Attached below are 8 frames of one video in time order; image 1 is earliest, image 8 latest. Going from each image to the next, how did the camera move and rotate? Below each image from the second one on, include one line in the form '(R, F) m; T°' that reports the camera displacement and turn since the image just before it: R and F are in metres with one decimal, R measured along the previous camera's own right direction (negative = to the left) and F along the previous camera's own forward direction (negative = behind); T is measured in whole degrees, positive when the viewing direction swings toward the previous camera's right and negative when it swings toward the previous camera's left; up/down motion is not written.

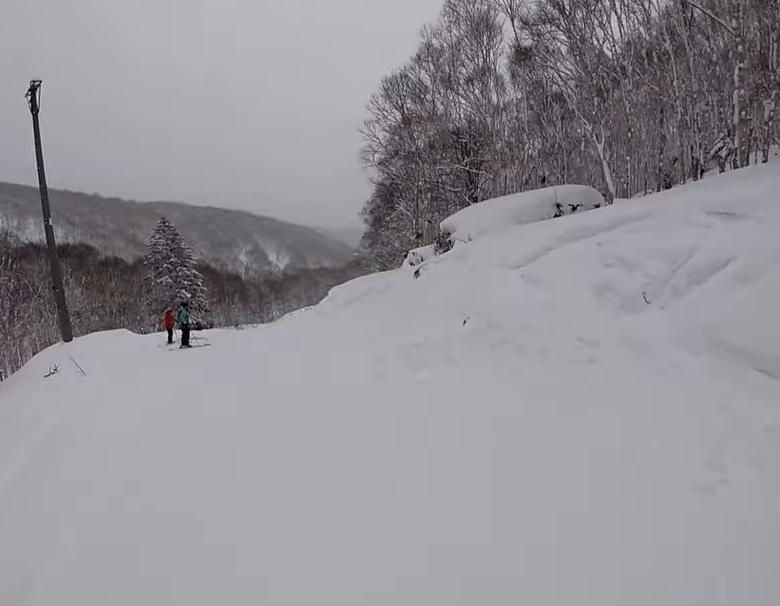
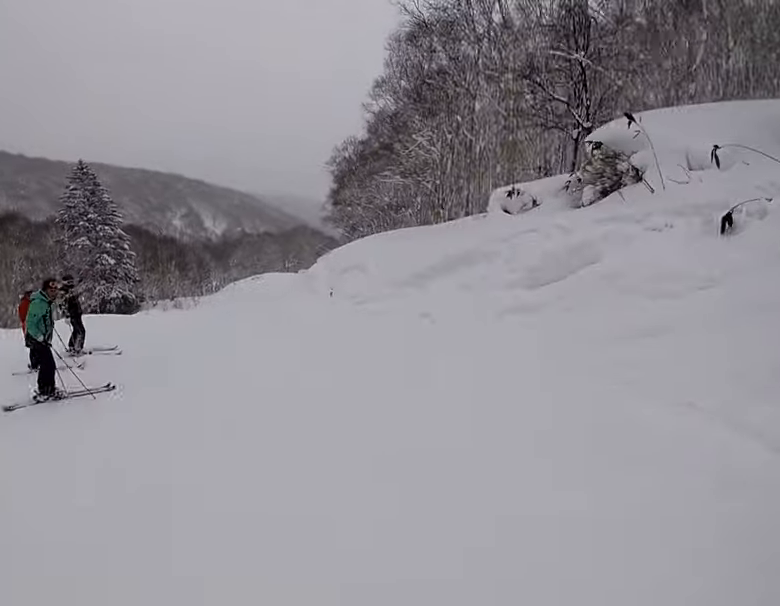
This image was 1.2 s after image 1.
(+1.3, +11.4) m; +7°
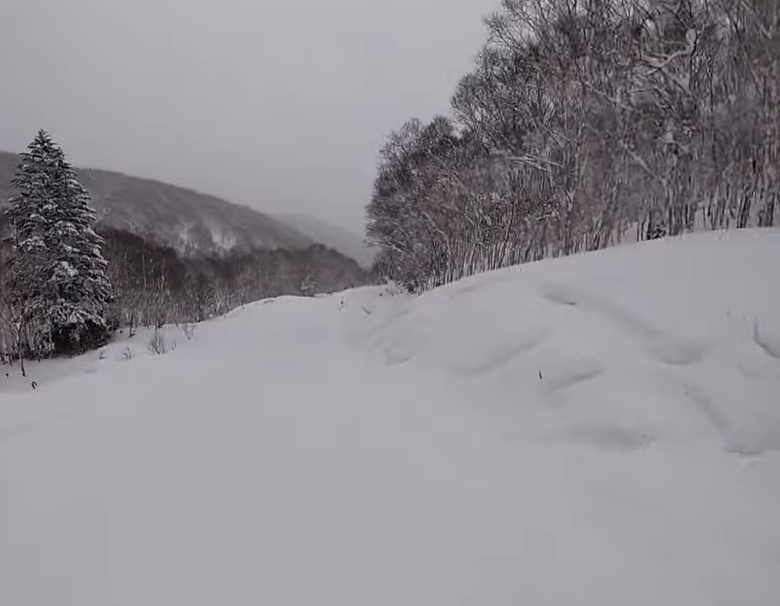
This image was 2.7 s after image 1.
(+0.1, +15.4) m; +1°
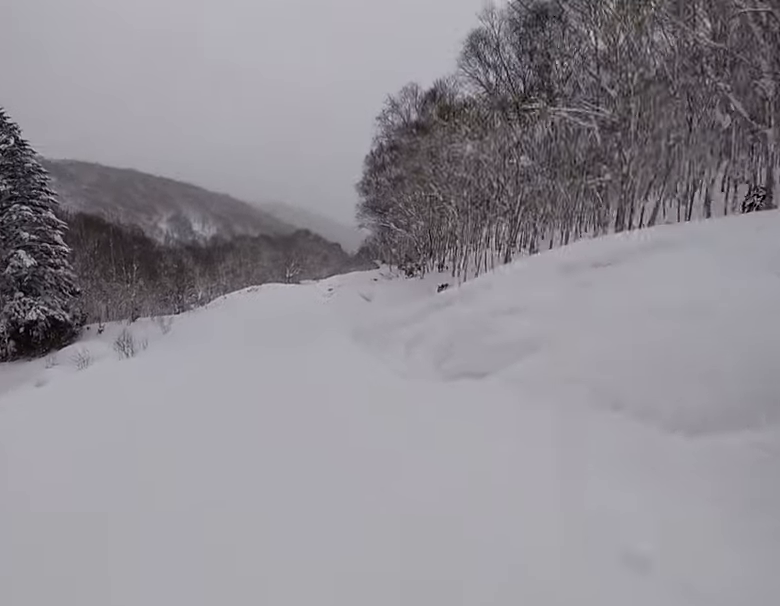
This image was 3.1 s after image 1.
(0.0, +4.1) m; +3°
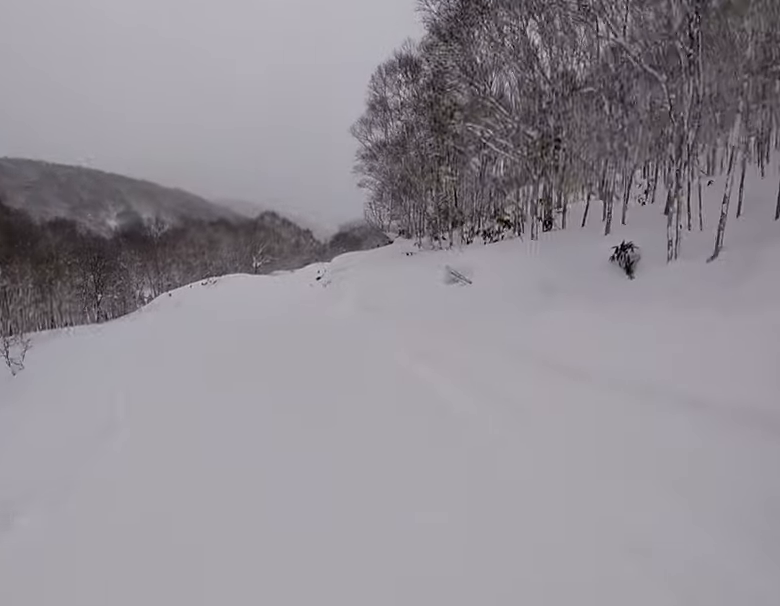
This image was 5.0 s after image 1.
(+1.7, +18.0) m; +5°
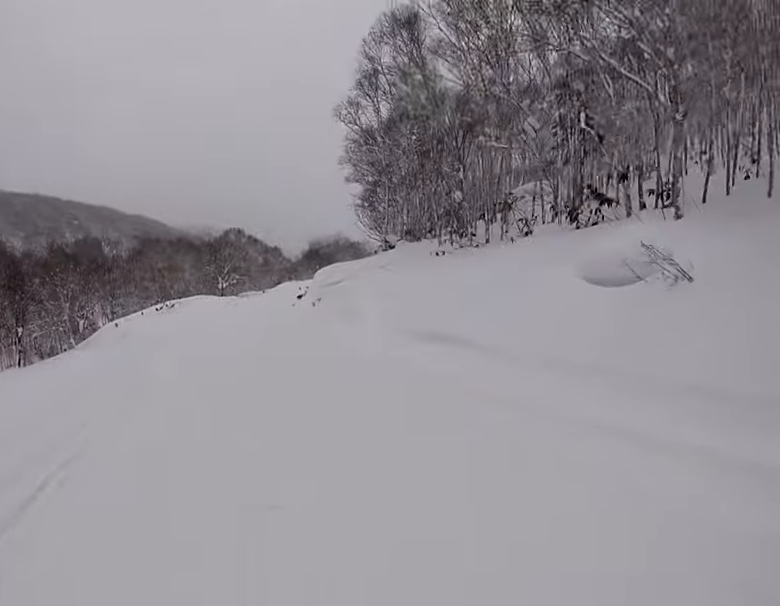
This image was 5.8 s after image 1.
(-1.0, +8.2) m; 0°
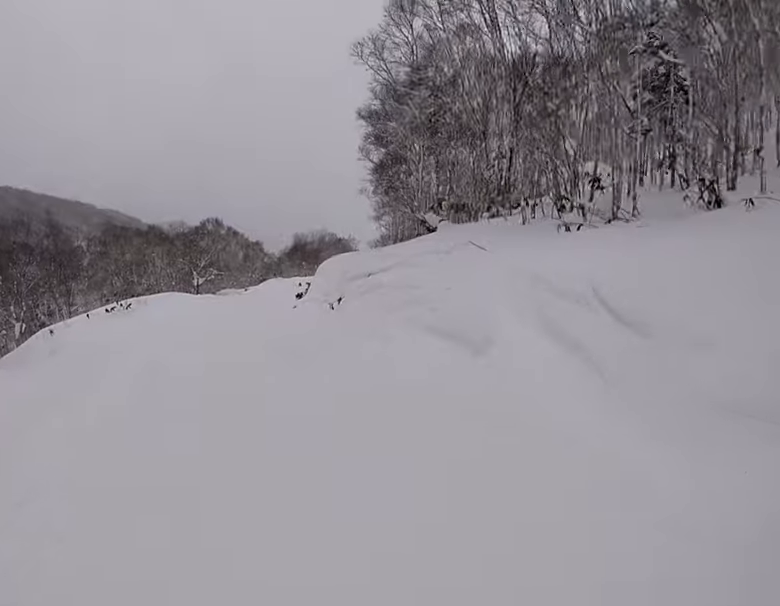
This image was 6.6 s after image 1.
(+1.1, +8.4) m; +9°
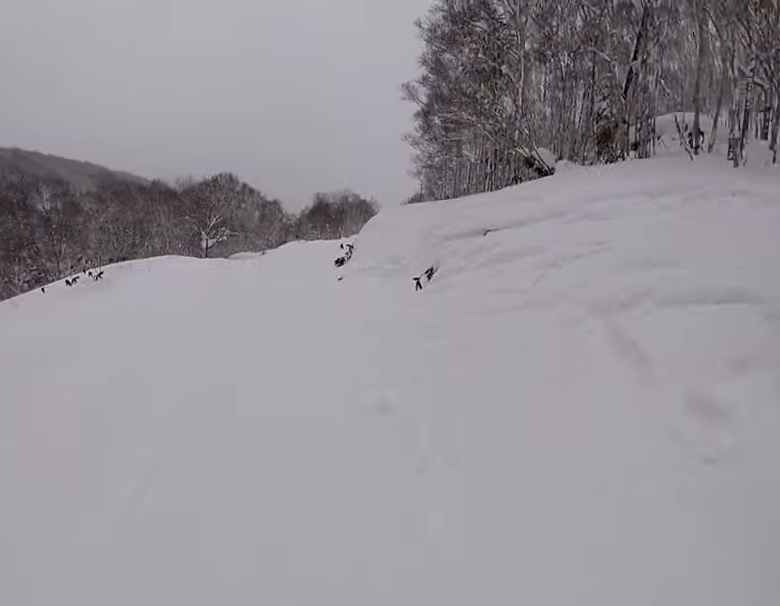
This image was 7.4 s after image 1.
(+0.5, +7.4) m; +2°
